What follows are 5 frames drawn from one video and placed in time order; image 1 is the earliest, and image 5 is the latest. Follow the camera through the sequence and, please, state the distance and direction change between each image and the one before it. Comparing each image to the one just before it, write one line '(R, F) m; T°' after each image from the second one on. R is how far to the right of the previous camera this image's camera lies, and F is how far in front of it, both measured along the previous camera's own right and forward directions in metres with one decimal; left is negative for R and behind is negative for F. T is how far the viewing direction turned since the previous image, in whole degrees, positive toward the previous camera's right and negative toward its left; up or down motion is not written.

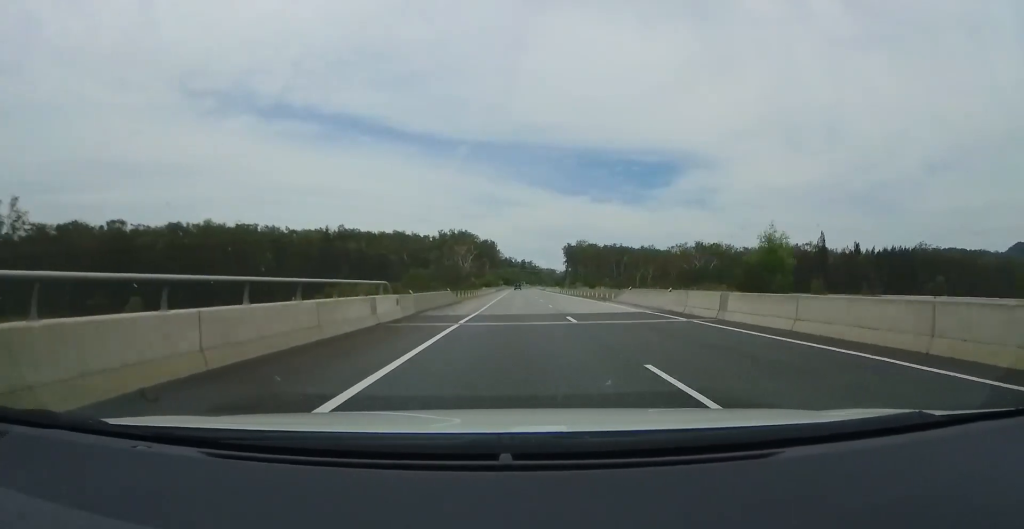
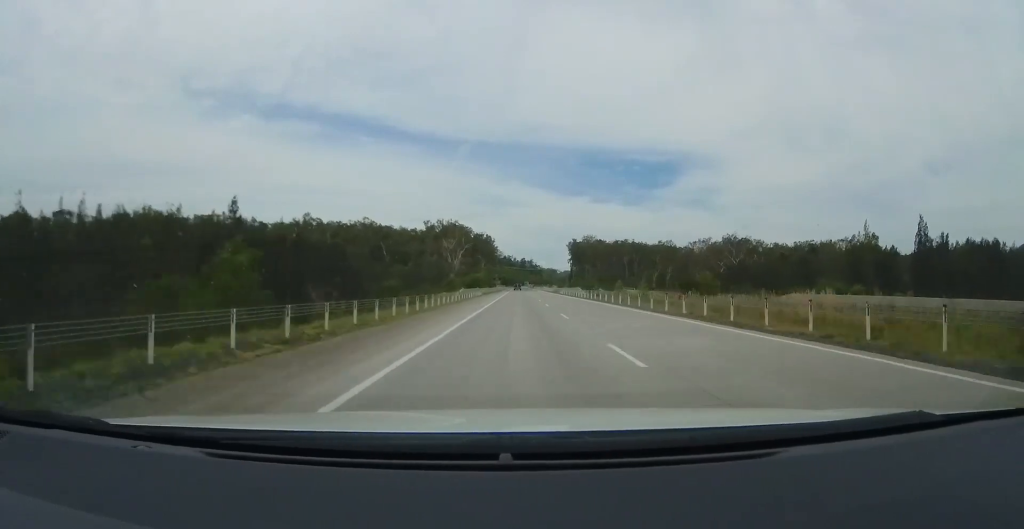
(-0.3, +46.2) m; 0°
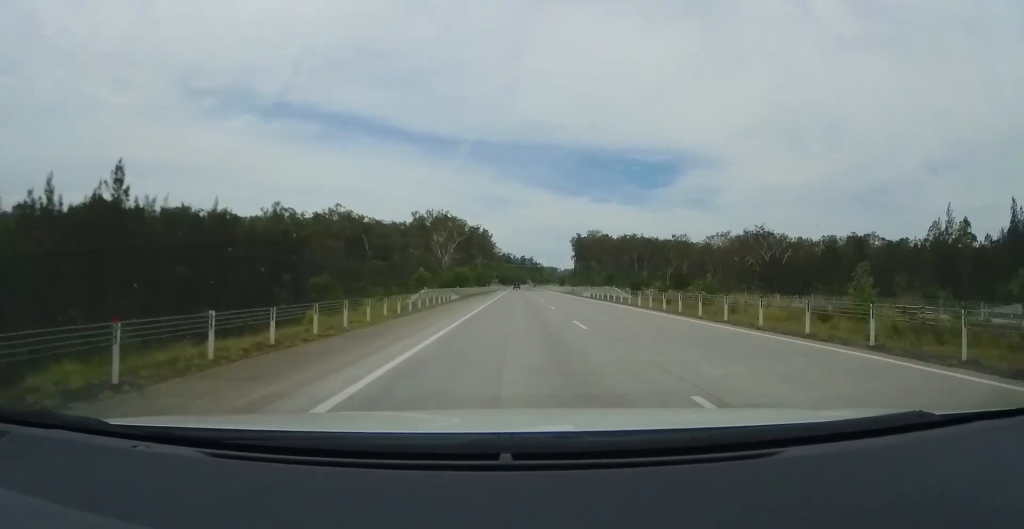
(+0.6, +29.1) m; 0°
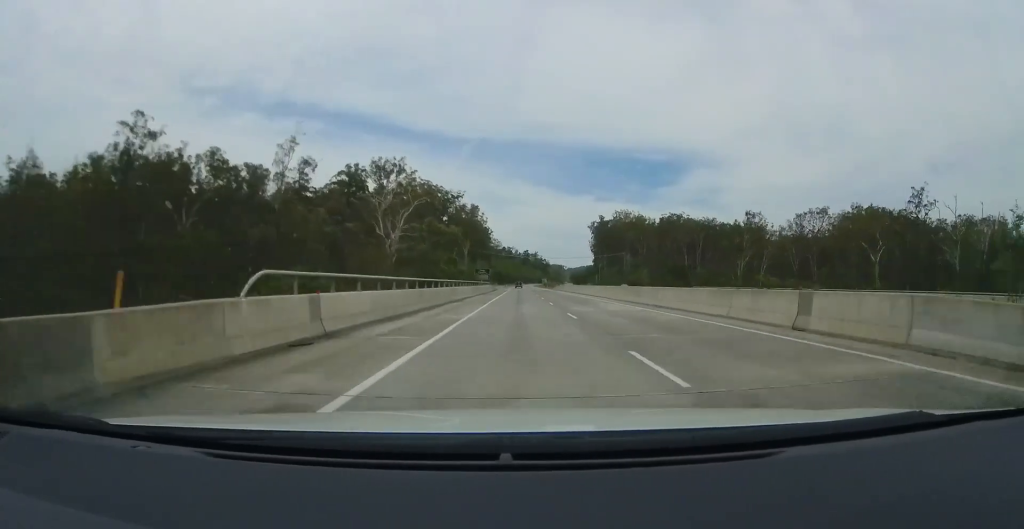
(0.0, +91.9) m; -1°
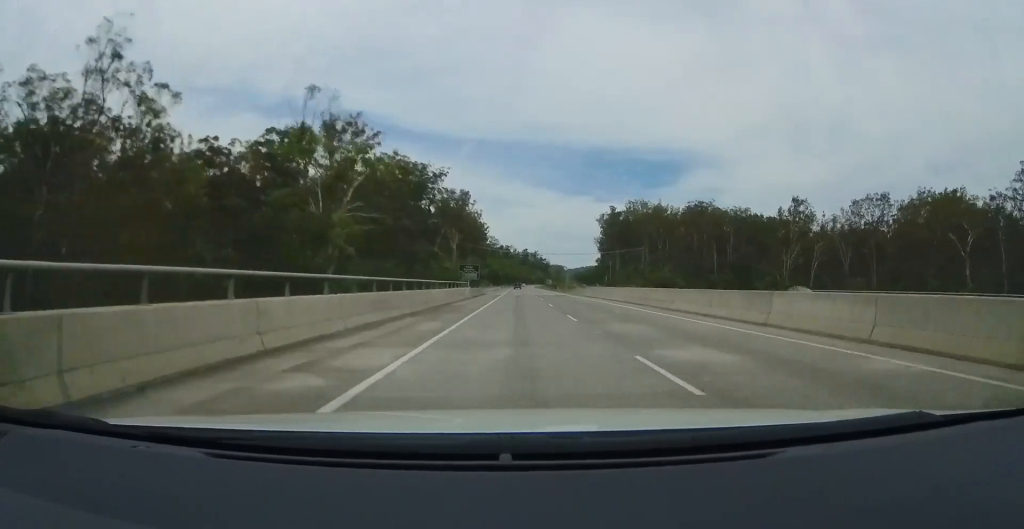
(-0.5, +36.1) m; -1°
